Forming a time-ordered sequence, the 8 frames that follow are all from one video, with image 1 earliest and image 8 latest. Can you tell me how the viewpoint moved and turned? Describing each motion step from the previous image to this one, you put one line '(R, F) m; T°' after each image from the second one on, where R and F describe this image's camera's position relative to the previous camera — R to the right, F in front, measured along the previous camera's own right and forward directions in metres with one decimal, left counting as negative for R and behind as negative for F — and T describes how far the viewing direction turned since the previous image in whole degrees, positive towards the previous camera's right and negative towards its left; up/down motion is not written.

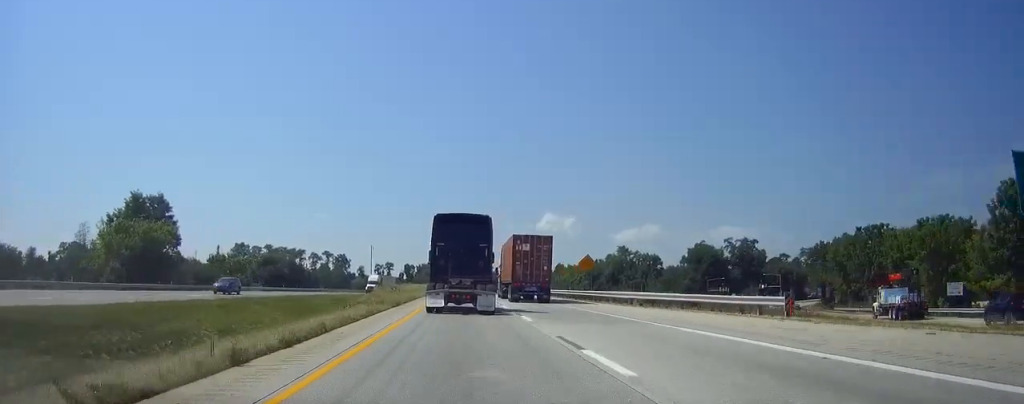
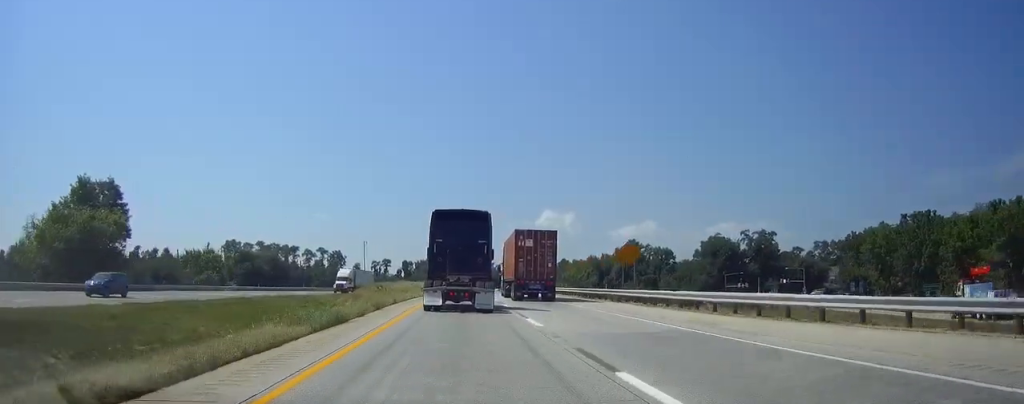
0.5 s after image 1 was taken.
(0.0, +15.3) m; 0°
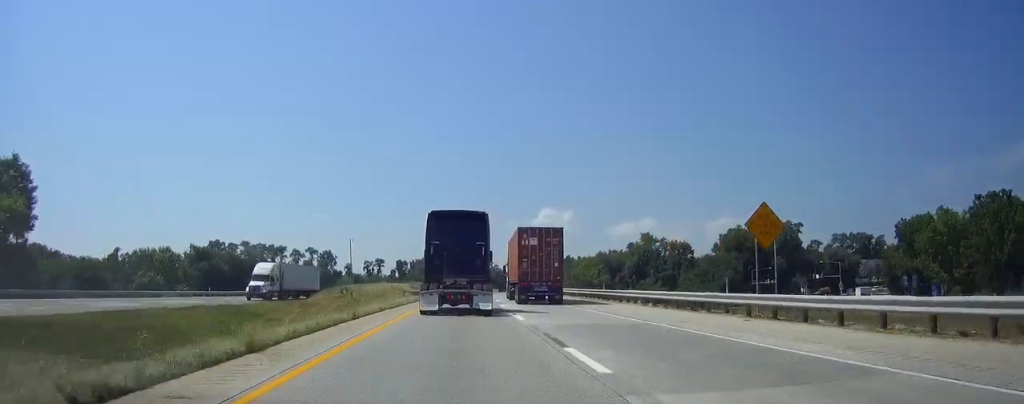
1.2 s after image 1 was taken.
(+0.1, +21.2) m; 0°
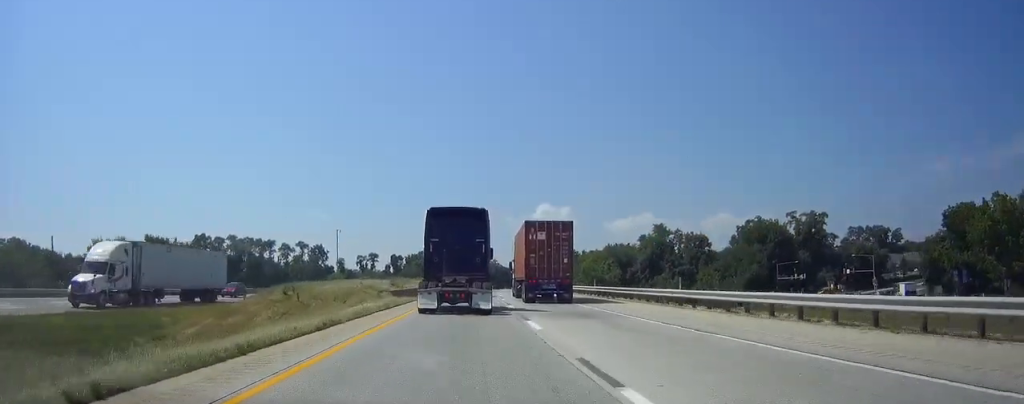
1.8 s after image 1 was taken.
(0.0, +17.1) m; 0°
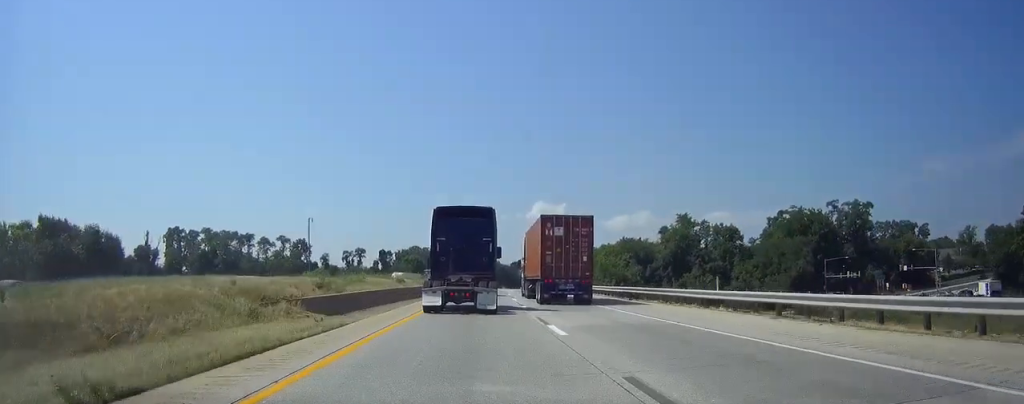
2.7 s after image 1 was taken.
(0.0, +26.8) m; +1°
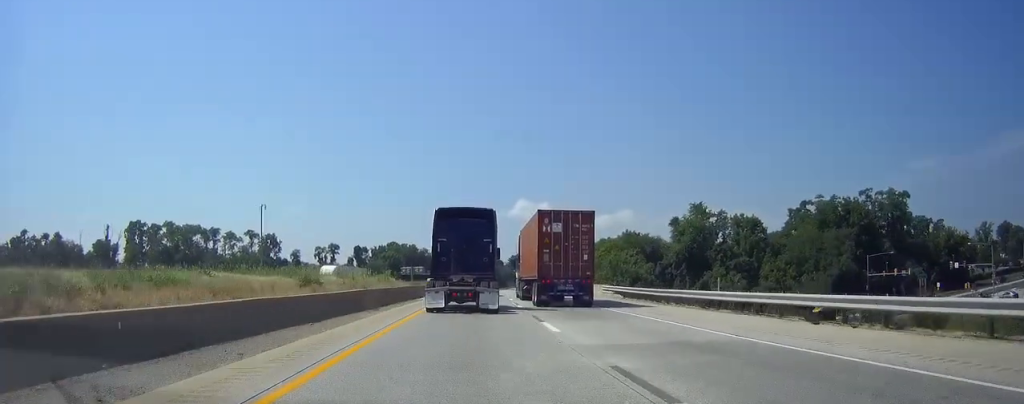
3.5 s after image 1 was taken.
(+0.3, +23.5) m; +1°
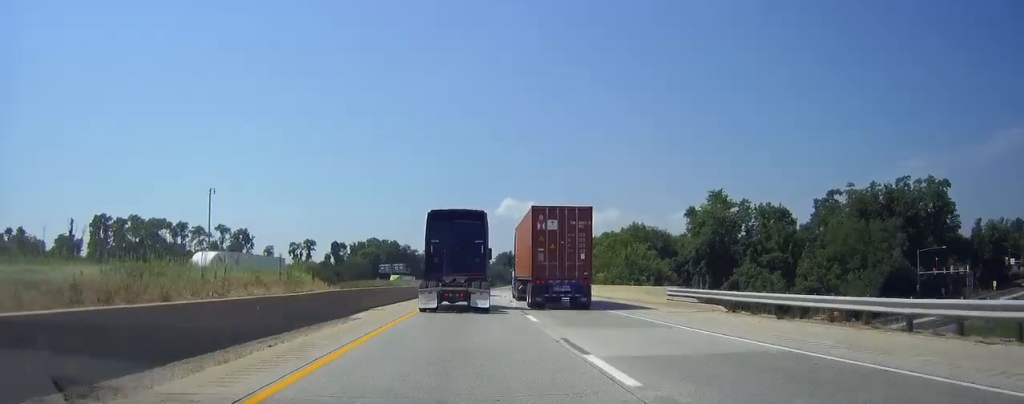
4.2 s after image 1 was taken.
(0.0, +20.3) m; +1°
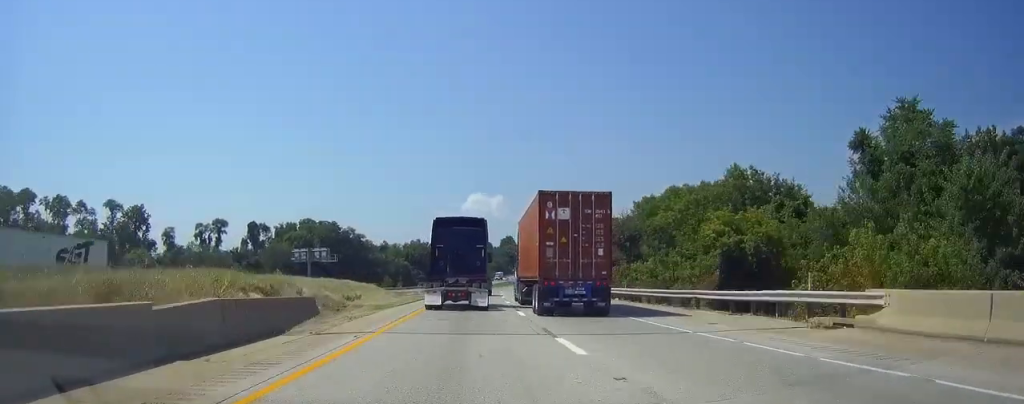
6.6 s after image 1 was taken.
(+2.0, +70.0) m; +3°
